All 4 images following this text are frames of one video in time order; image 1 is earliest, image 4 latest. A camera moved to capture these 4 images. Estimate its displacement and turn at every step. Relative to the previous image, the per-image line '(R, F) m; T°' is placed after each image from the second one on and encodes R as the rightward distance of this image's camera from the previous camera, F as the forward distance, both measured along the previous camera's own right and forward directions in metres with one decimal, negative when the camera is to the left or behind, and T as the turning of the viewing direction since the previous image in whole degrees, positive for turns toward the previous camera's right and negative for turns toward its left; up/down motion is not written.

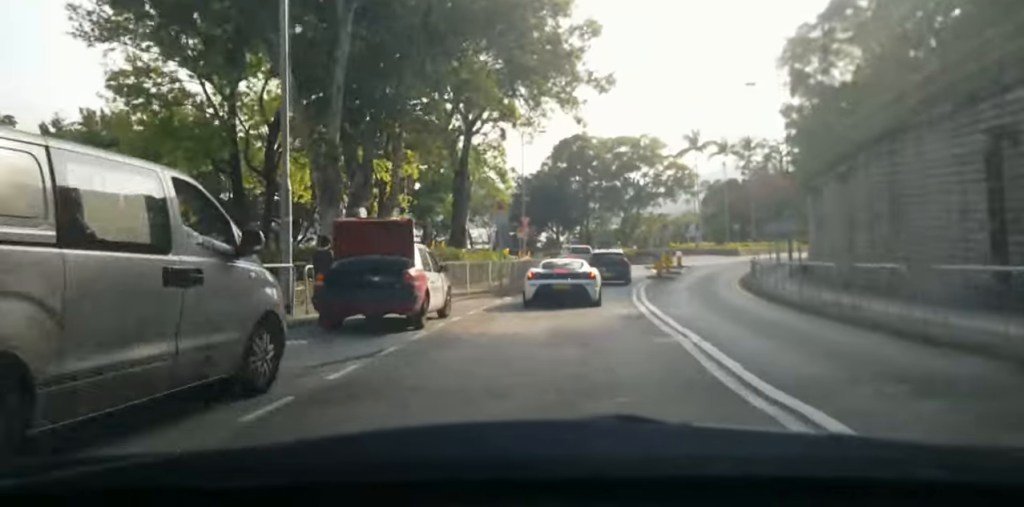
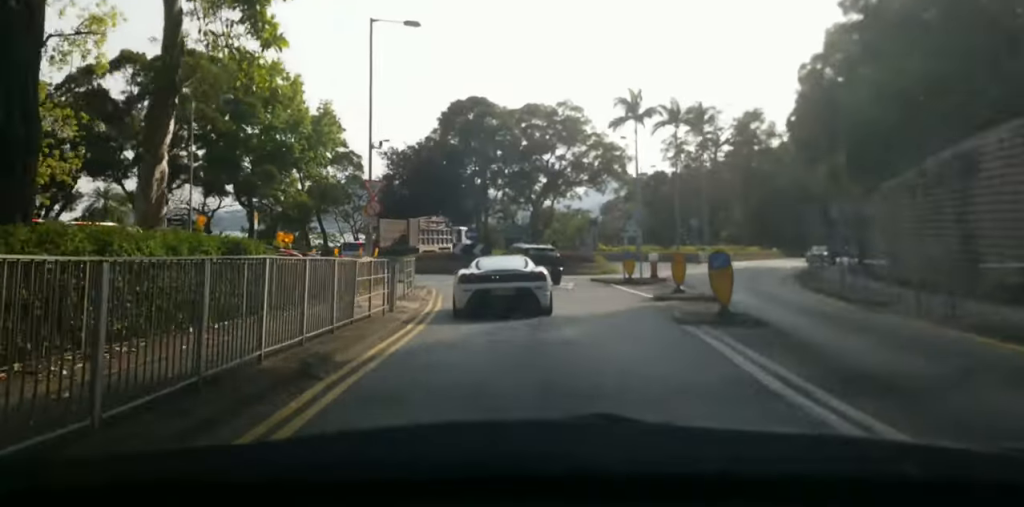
(+1.7, +27.4) m; +5°
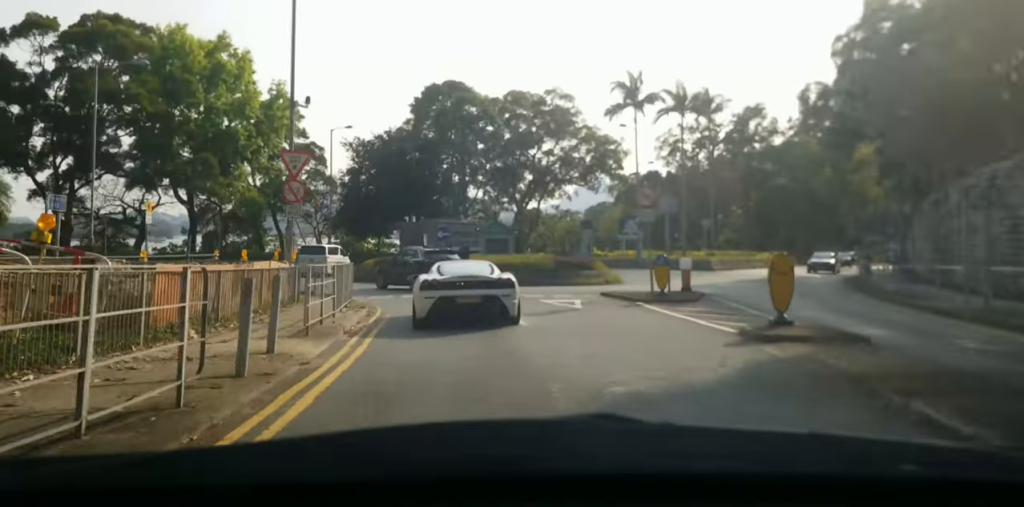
(-0.4, +8.5) m; +2°
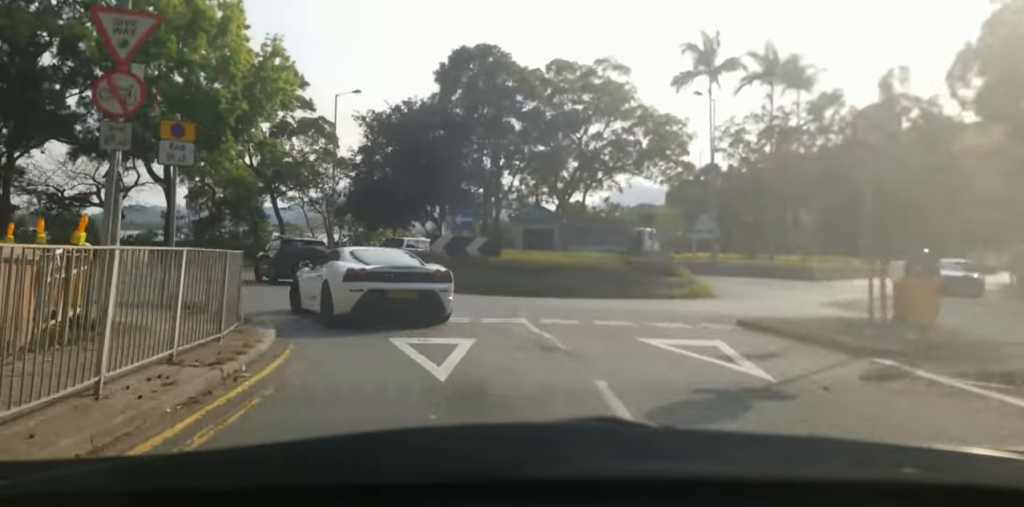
(+0.5, +10.4) m; -2°
